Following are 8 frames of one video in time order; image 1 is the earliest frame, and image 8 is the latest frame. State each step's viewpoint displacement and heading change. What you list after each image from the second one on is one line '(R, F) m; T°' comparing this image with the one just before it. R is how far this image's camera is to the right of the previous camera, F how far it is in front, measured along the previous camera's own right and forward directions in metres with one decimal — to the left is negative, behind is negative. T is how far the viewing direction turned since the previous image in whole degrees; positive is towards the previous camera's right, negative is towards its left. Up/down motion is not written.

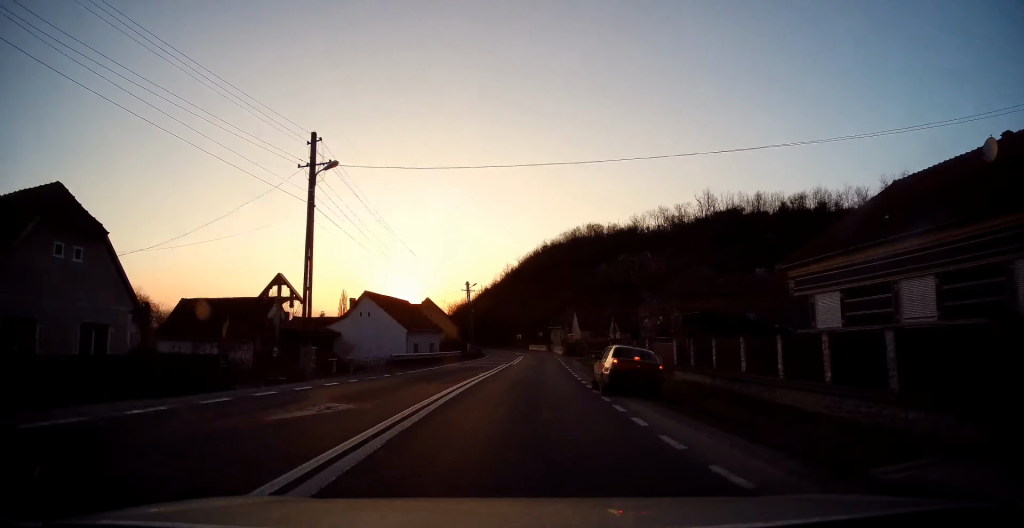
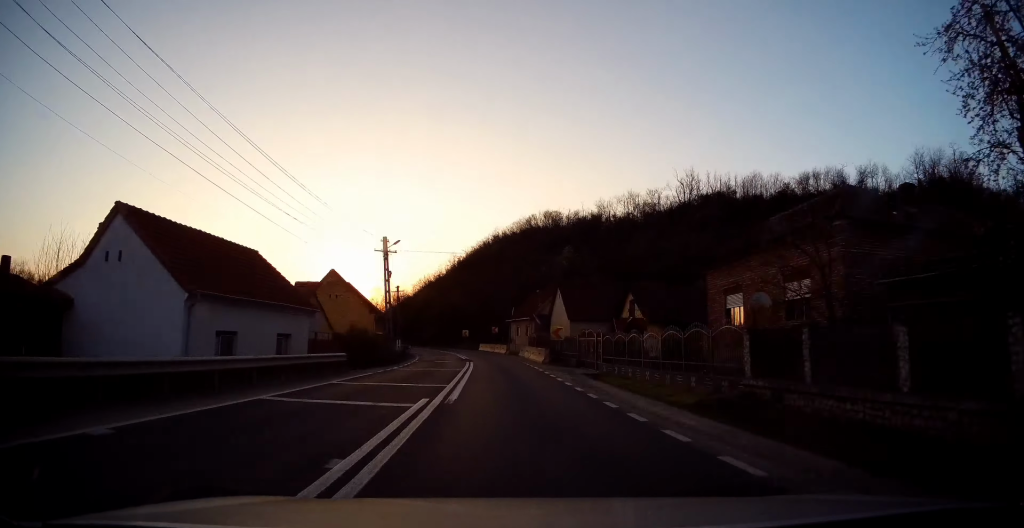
(+1.6, +23.5) m; +6°
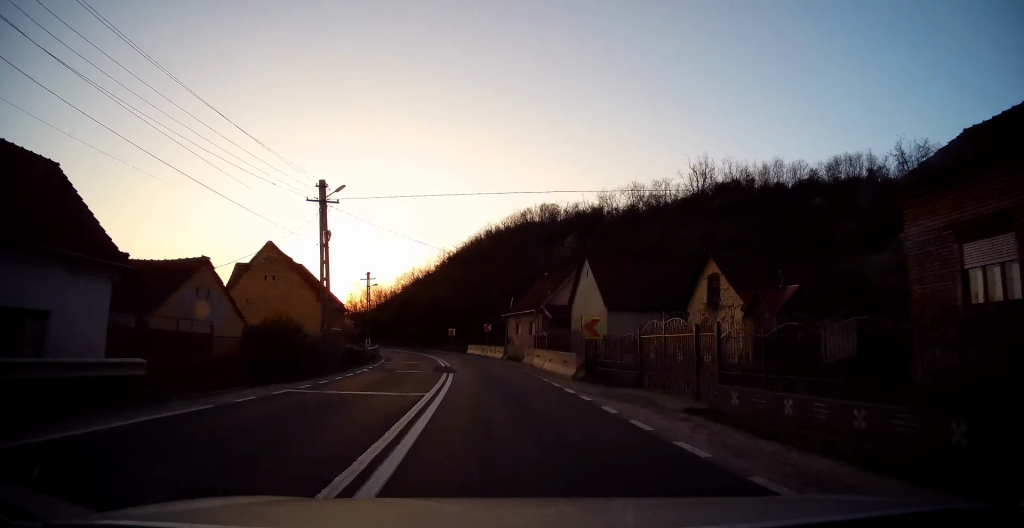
(+0.3, +13.1) m; +2°
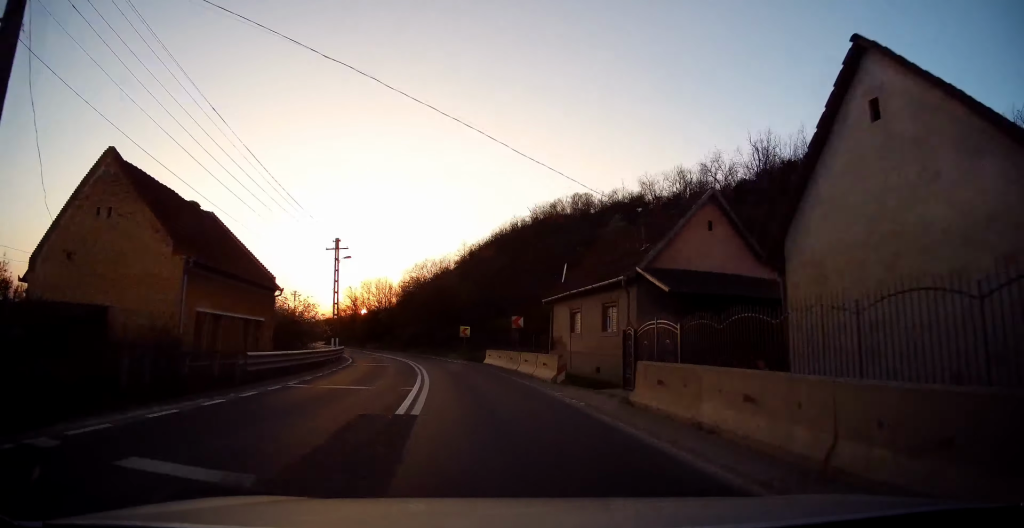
(+0.3, +19.0) m; +1°
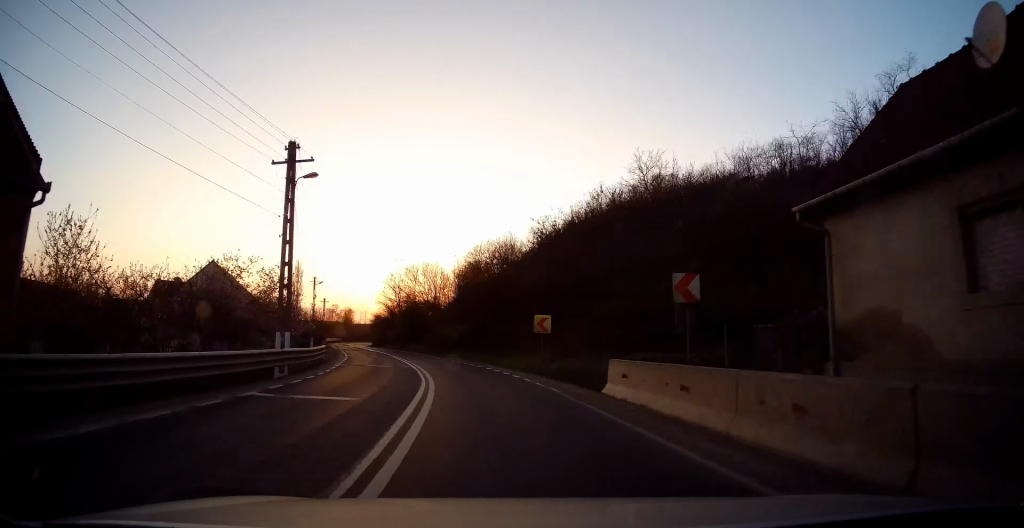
(+0.1, +19.0) m; -2°
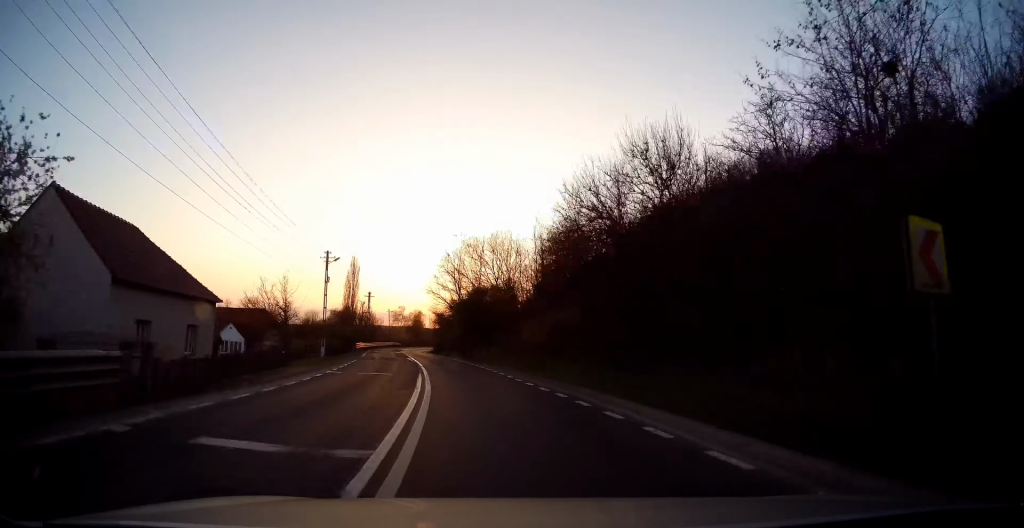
(-1.0, +21.8) m; -9°
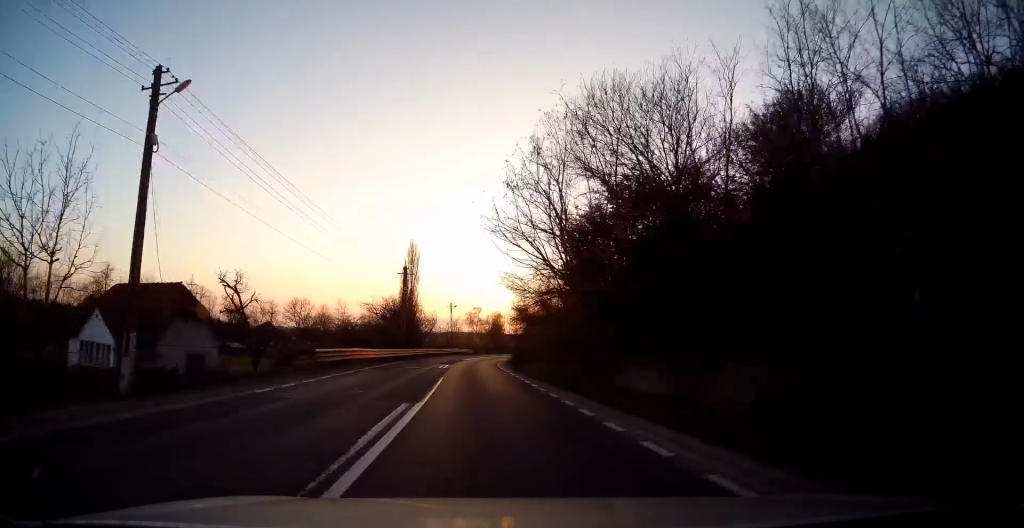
(-4.0, +31.0) m; -10°
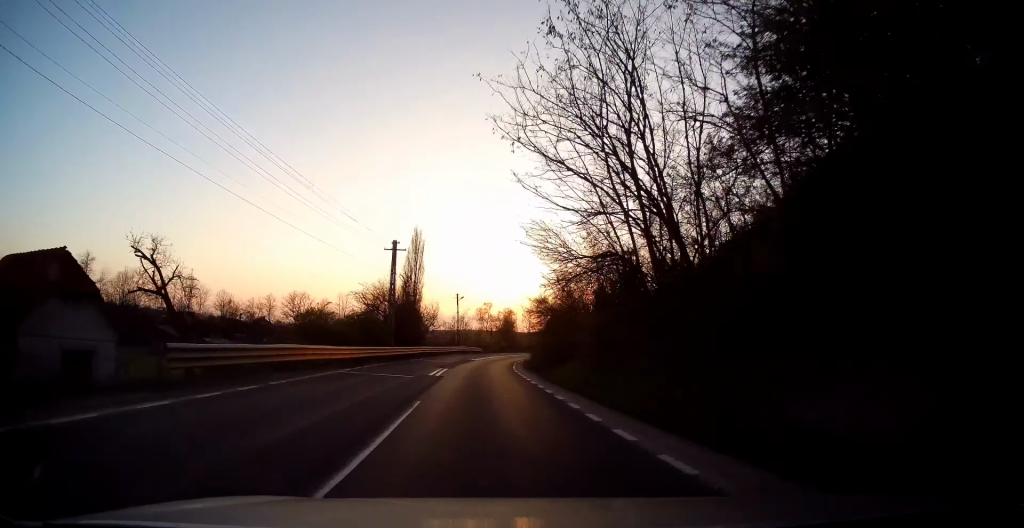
(+0.1, +10.9) m; -2°
